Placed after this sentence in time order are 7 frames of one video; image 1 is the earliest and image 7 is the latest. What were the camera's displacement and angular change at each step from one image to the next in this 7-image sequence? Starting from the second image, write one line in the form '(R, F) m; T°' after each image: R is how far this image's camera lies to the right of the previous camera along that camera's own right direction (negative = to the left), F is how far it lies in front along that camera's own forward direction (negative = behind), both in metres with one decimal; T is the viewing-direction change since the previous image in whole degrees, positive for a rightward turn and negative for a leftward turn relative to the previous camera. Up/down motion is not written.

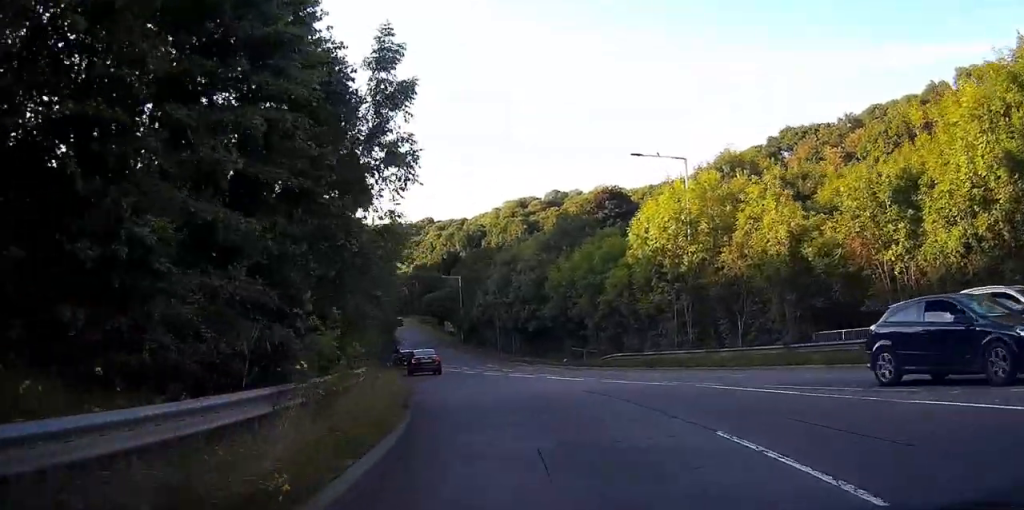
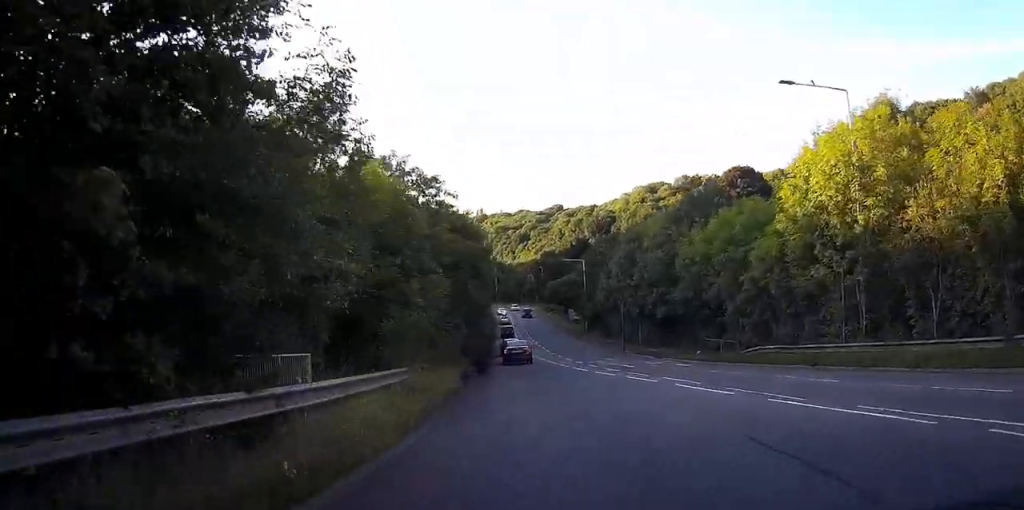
(-1.1, +7.7) m; -12°
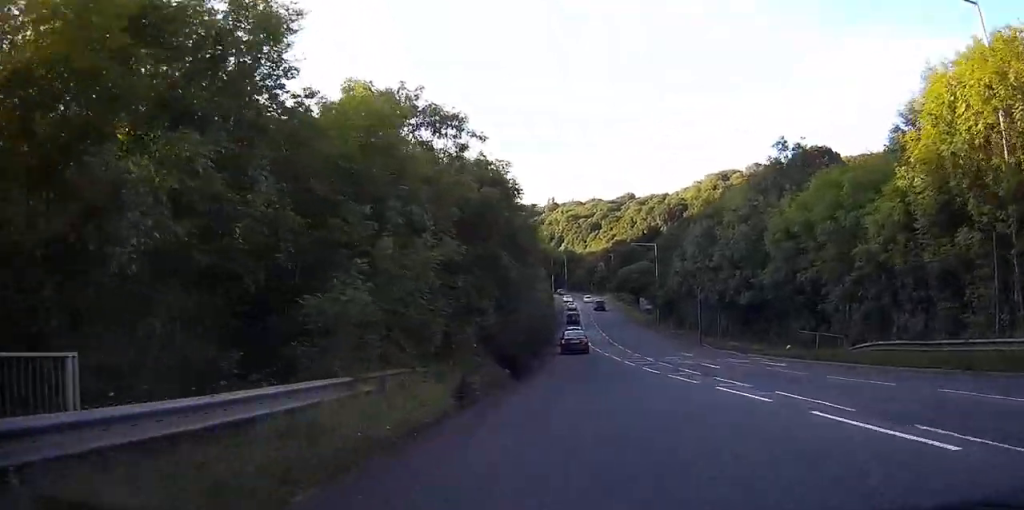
(-0.5, +6.4) m; -8°
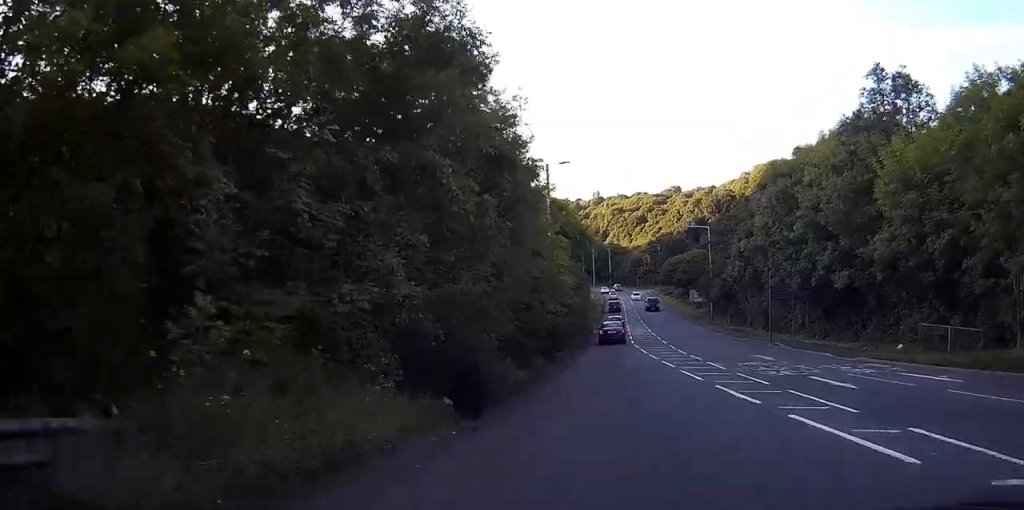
(-0.8, +9.8) m; -7°
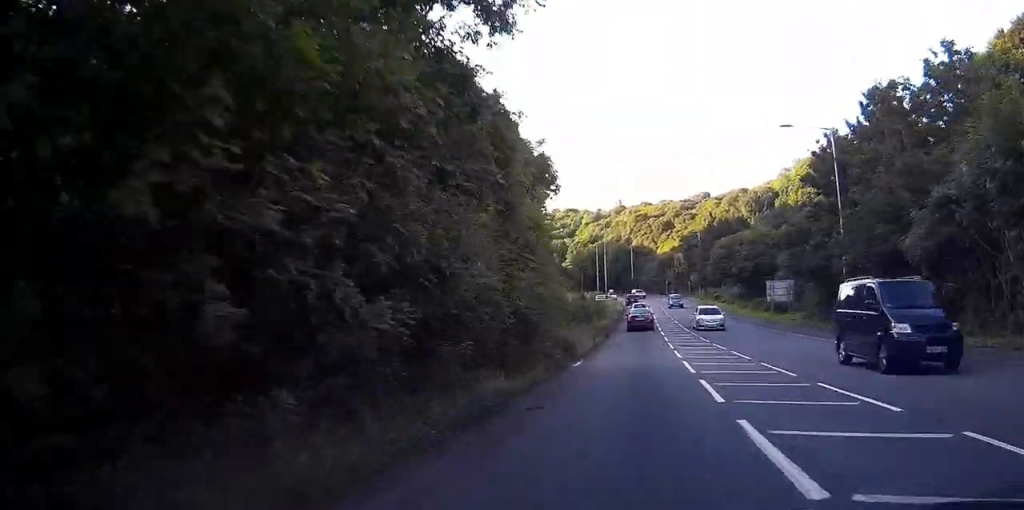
(-2.1, +34.6) m; -3°
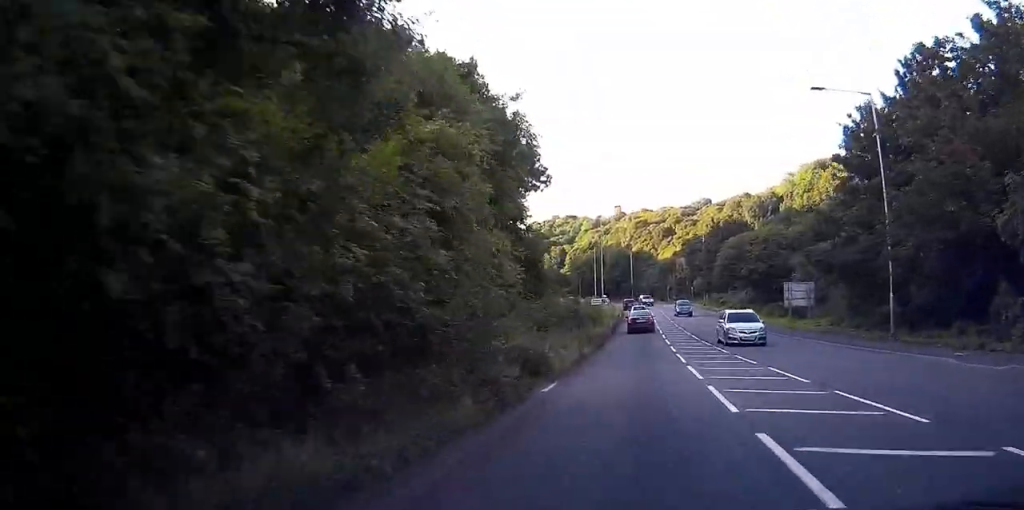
(+0.2, +6.1) m; 0°
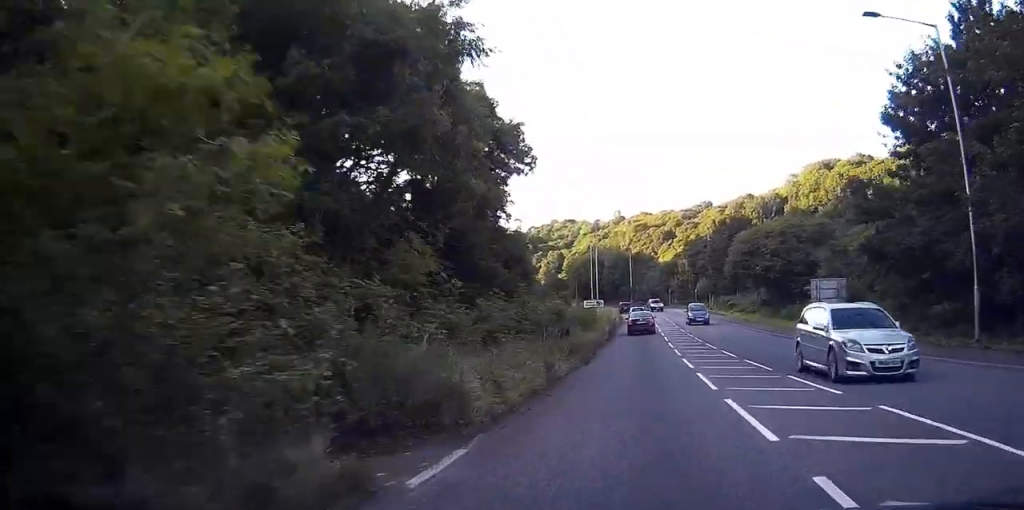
(+0.2, +7.0) m; 0°
